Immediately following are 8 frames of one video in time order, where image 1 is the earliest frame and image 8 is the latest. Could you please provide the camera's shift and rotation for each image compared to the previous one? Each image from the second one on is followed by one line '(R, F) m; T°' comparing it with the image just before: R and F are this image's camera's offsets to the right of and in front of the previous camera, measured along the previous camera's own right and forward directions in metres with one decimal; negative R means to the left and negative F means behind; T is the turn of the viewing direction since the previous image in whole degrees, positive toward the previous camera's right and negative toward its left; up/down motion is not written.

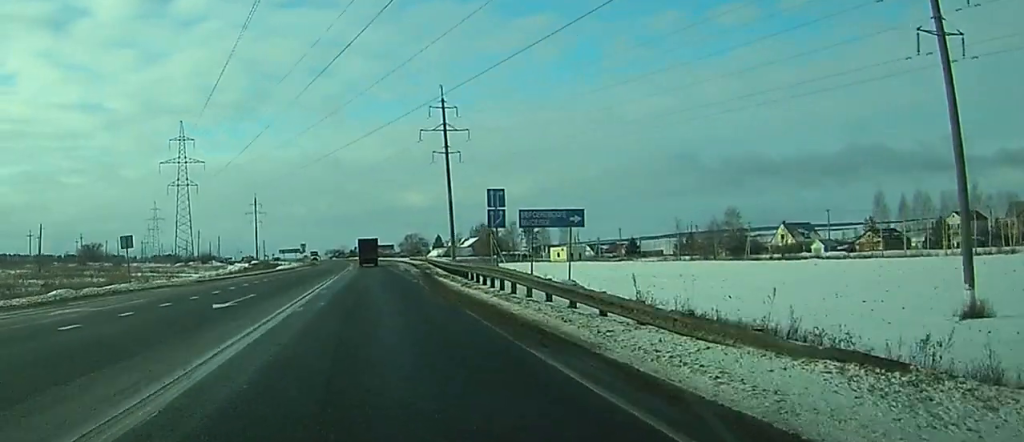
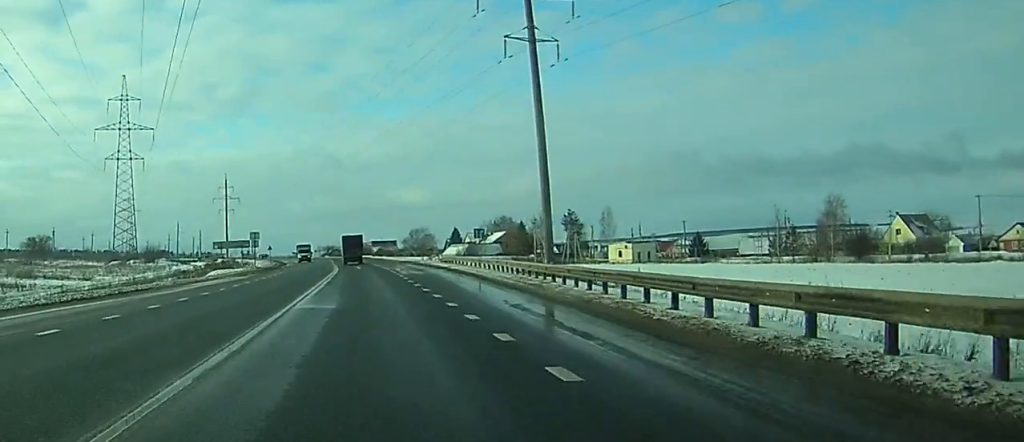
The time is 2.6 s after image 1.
(-0.5, +61.0) m; -1°
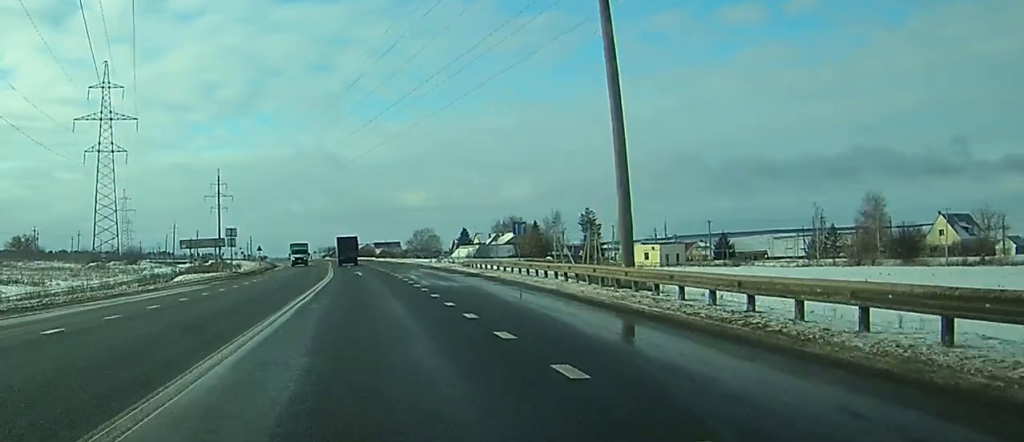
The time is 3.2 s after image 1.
(-0.1, +15.9) m; 0°
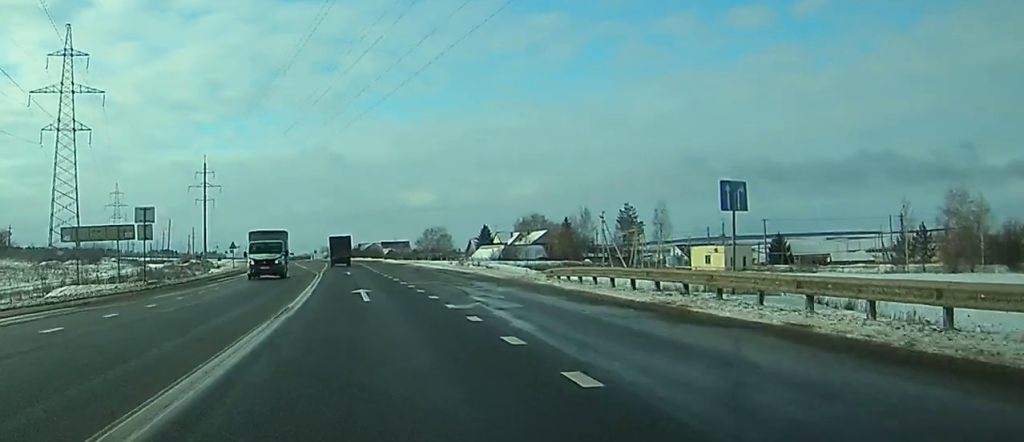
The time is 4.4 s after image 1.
(0.0, +27.9) m; 0°
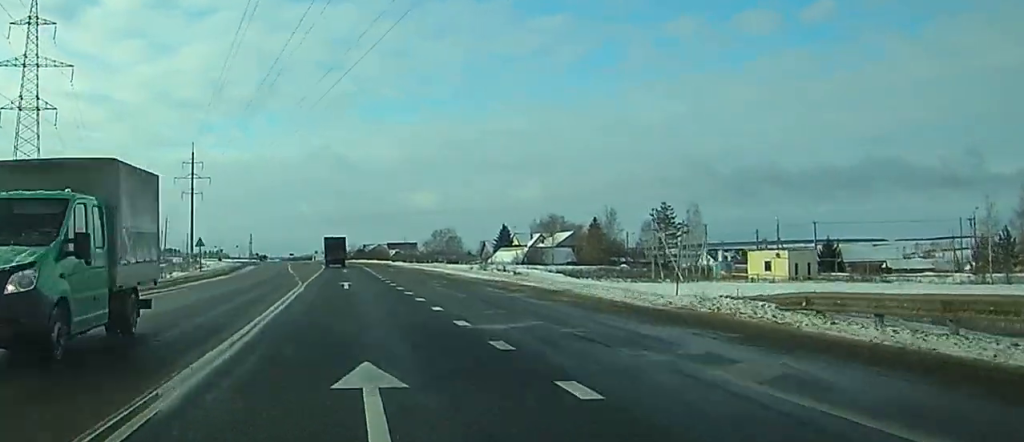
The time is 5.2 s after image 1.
(0.0, +19.9) m; 0°
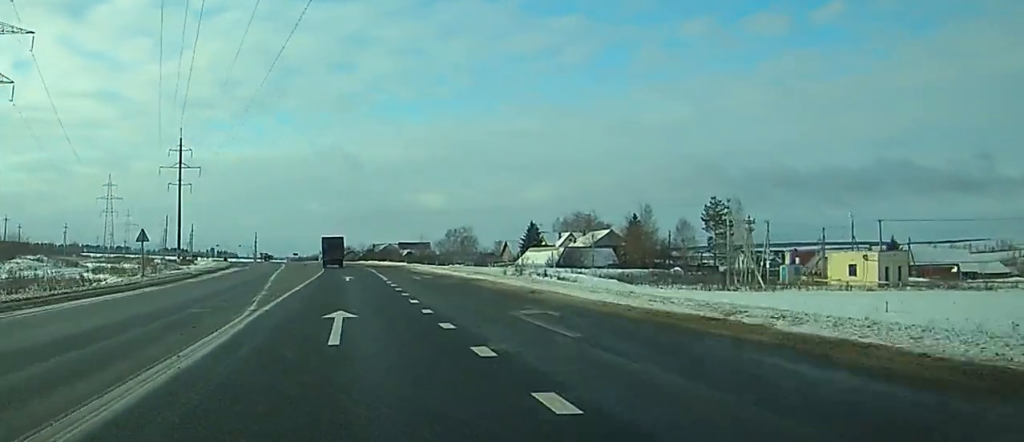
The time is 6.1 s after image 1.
(0.0, +20.0) m; 0°
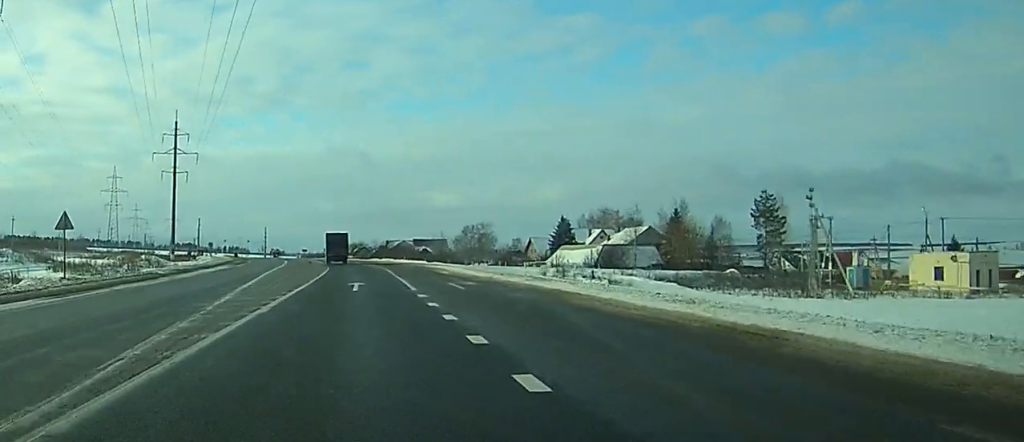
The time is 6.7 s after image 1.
(0.0, +14.5) m; 0°
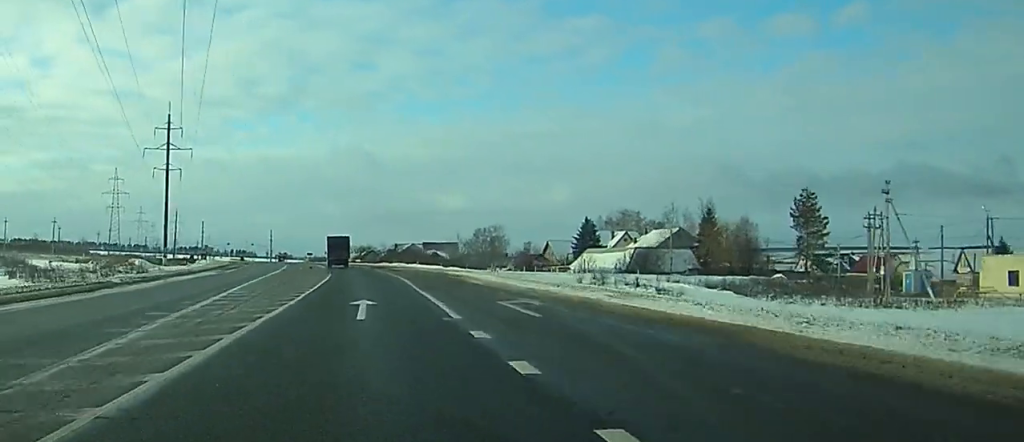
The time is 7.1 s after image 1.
(0.0, +10.4) m; 0°
